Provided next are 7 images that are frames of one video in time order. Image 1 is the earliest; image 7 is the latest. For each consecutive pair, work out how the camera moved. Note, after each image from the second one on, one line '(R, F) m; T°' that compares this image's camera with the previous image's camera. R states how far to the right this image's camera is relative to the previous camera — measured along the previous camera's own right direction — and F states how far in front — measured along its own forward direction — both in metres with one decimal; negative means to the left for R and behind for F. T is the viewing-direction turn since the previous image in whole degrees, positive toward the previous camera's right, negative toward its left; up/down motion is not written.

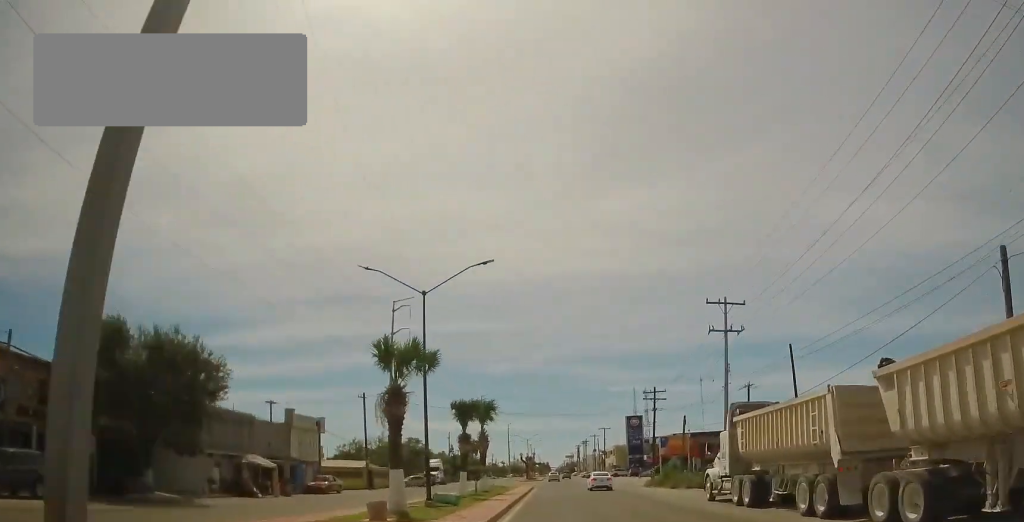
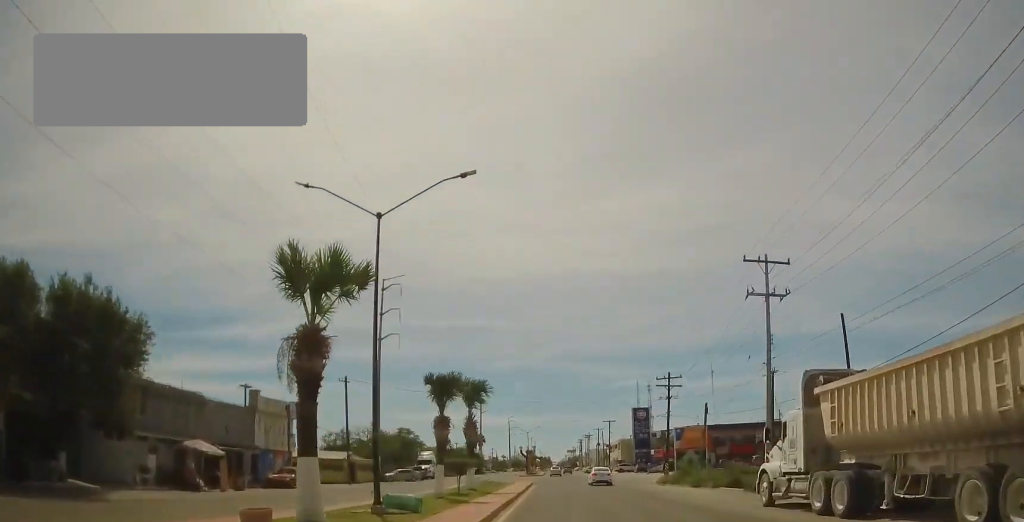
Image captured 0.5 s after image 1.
(0.0, +7.4) m; 0°
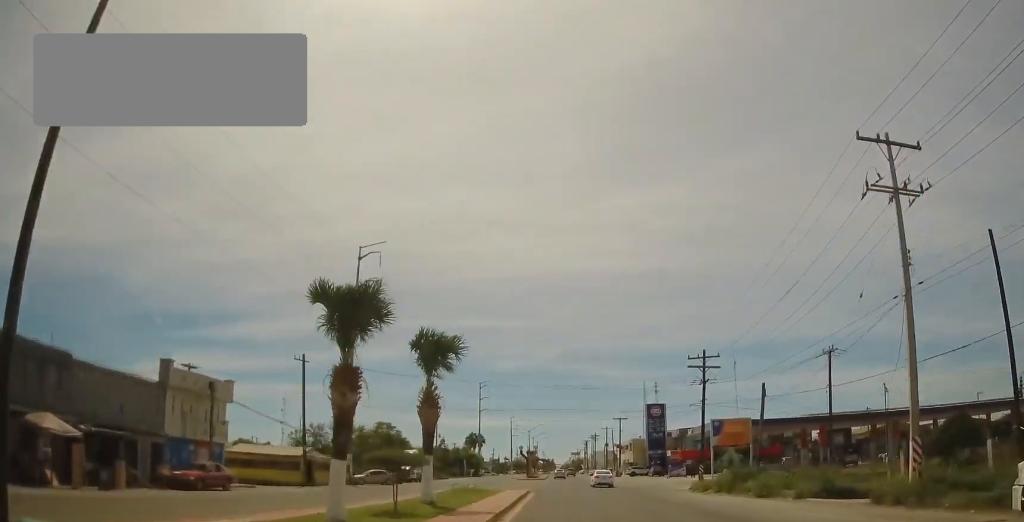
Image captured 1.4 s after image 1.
(0.0, +12.5) m; 0°
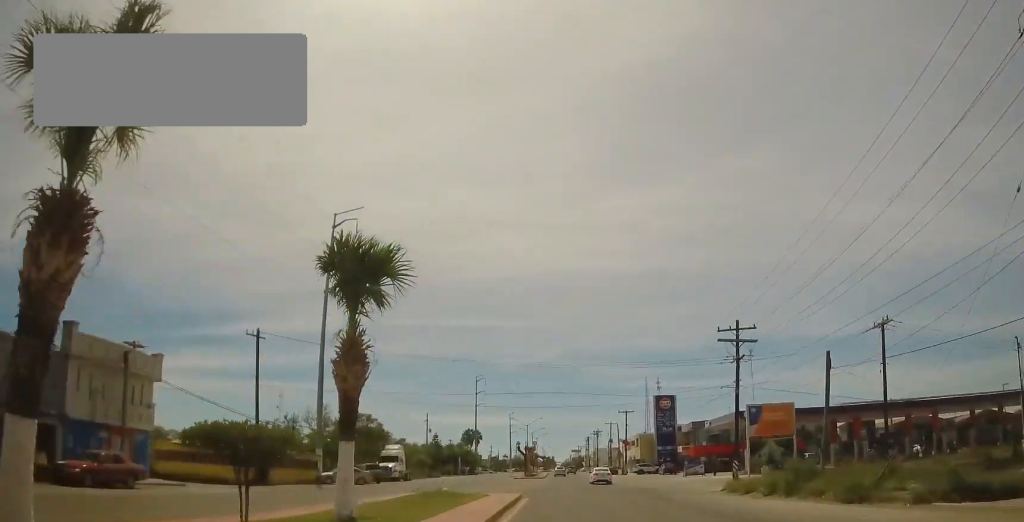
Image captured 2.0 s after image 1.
(0.0, +8.9) m; 0°
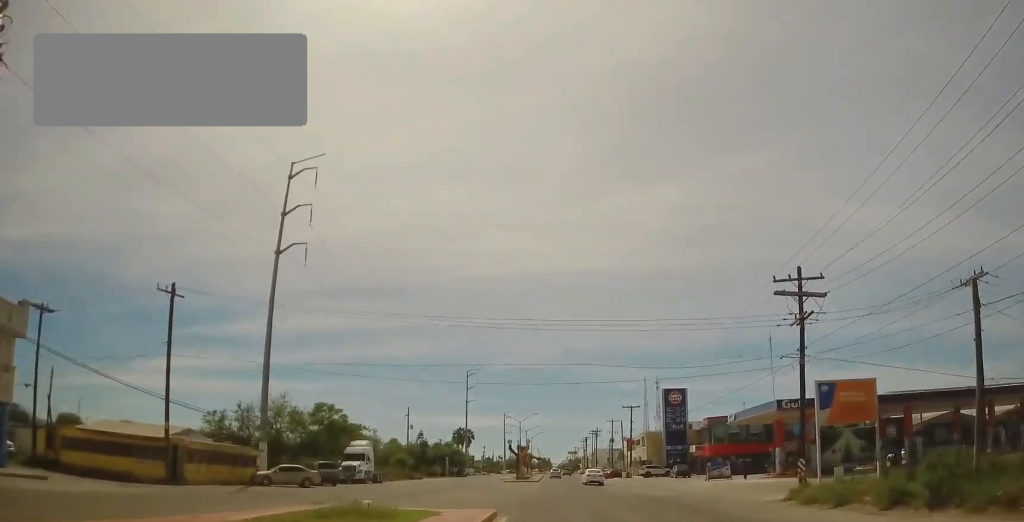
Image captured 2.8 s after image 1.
(0.0, +11.0) m; 0°
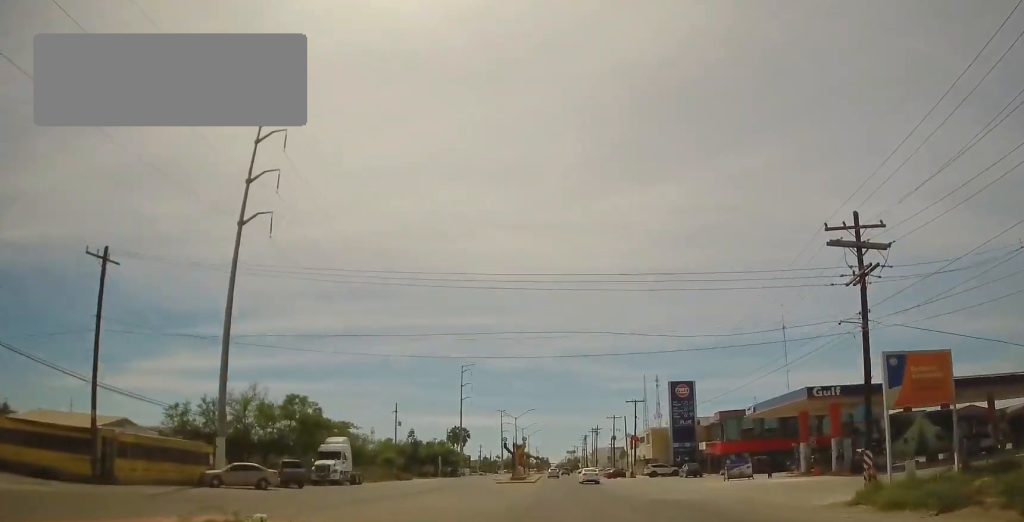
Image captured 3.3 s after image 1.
(0.0, +6.3) m; 0°
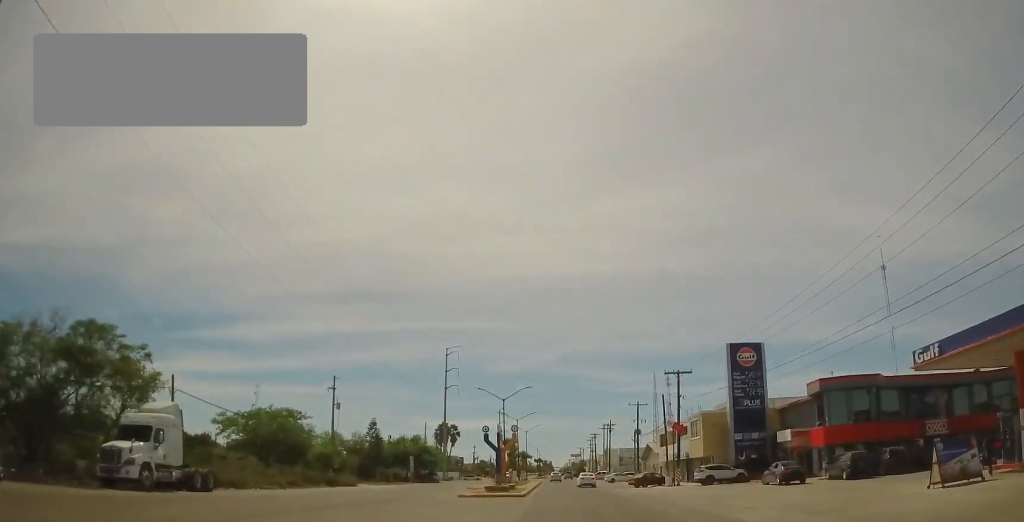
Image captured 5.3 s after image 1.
(-0.9, +26.7) m; -2°
